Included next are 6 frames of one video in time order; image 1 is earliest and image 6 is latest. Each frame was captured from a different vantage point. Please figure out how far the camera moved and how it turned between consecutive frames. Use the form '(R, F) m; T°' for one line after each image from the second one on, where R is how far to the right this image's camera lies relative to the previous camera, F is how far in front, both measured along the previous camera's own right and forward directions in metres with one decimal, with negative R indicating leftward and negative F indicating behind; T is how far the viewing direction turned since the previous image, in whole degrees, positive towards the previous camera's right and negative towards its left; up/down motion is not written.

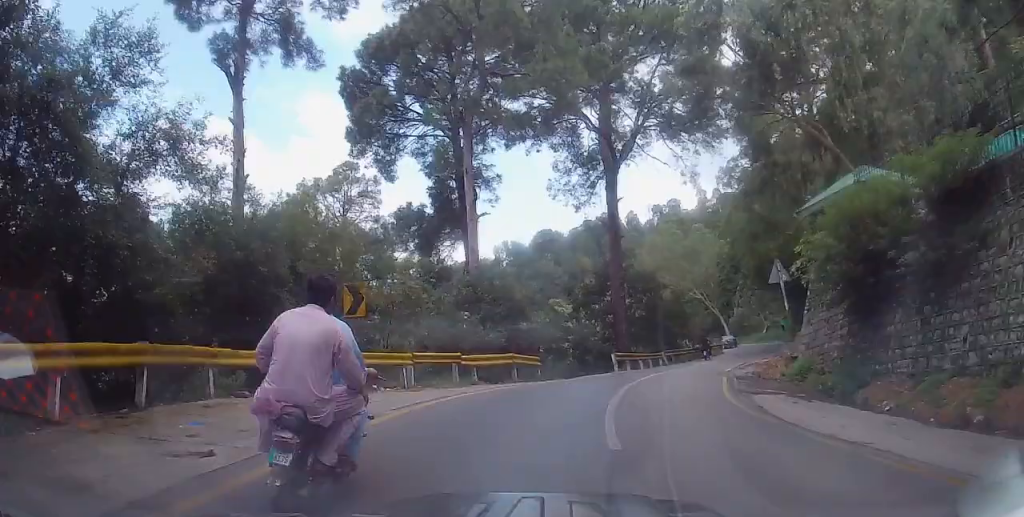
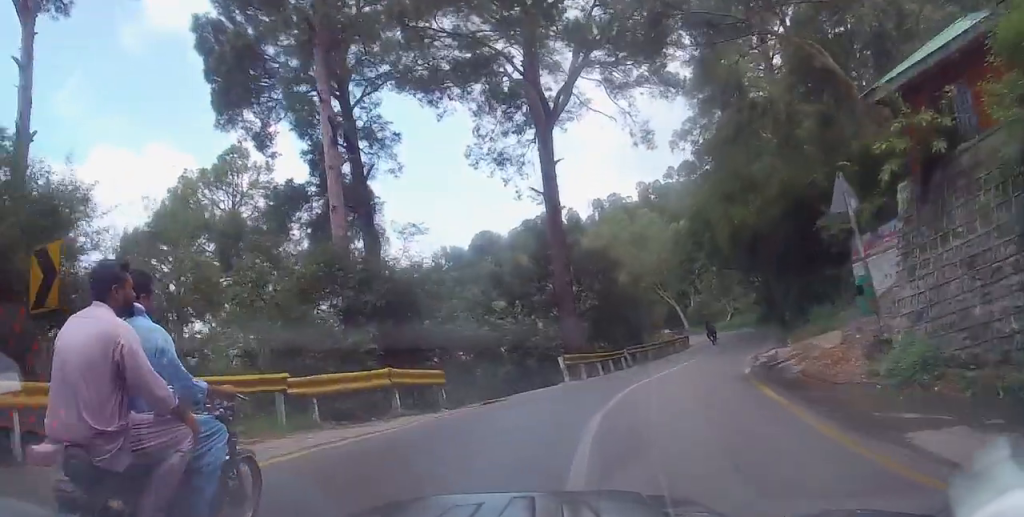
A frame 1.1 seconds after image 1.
(+0.4, +9.0) m; +5°
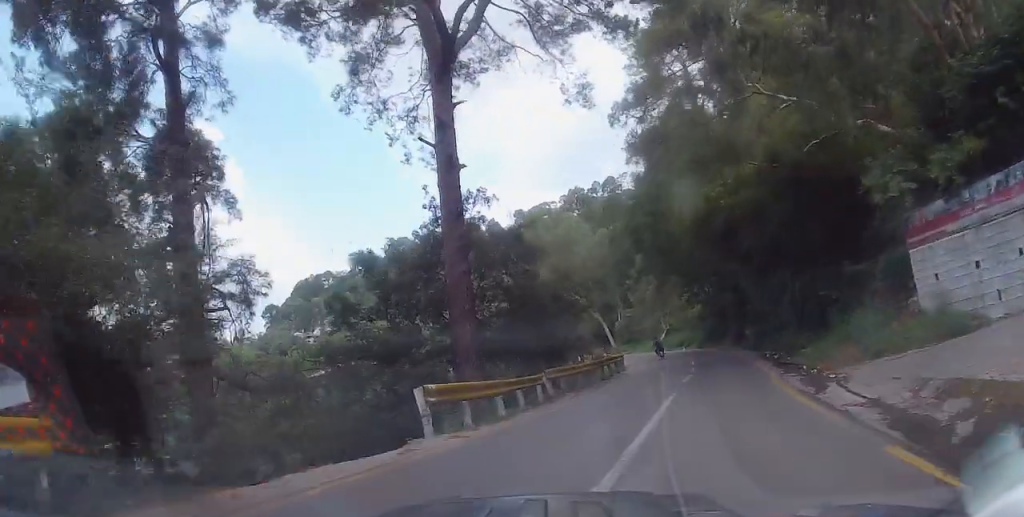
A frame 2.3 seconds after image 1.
(+0.6, +10.4) m; +8°
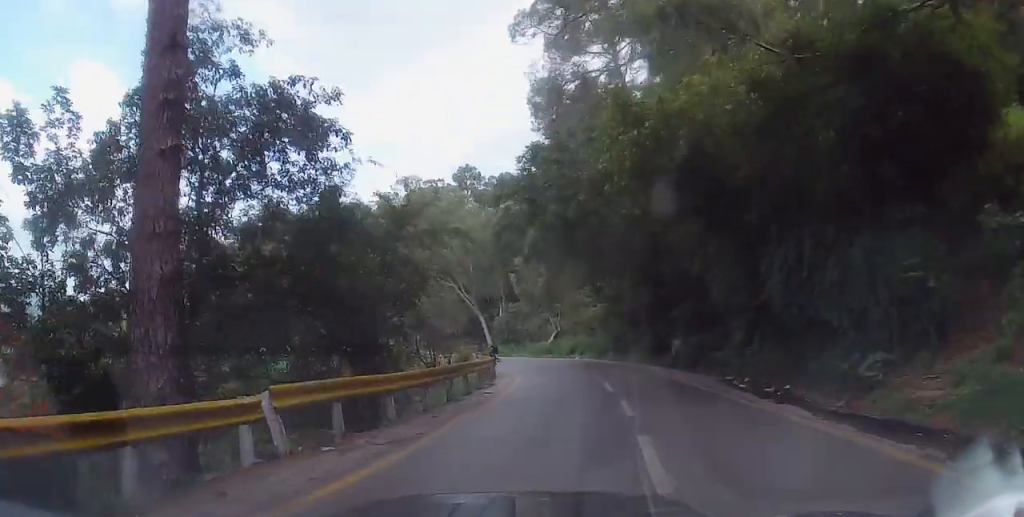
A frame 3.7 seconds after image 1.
(+0.7, +13.0) m; +3°
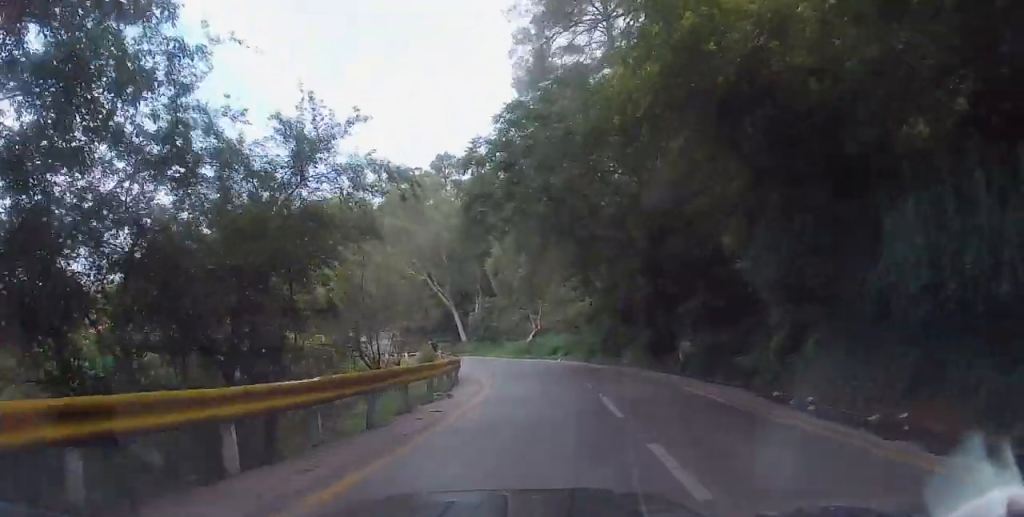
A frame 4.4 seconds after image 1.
(-0.1, +5.9) m; +1°
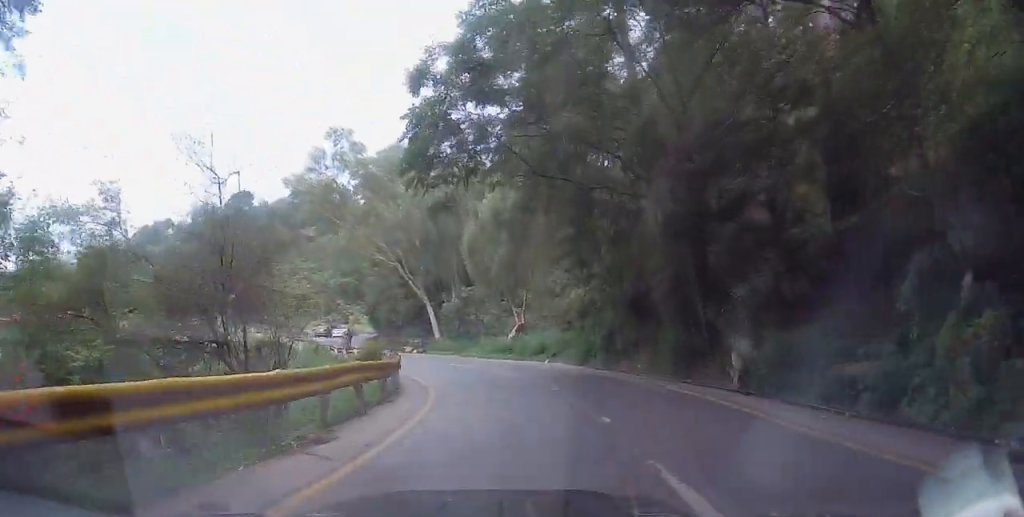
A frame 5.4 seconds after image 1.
(+0.2, +8.5) m; +2°
